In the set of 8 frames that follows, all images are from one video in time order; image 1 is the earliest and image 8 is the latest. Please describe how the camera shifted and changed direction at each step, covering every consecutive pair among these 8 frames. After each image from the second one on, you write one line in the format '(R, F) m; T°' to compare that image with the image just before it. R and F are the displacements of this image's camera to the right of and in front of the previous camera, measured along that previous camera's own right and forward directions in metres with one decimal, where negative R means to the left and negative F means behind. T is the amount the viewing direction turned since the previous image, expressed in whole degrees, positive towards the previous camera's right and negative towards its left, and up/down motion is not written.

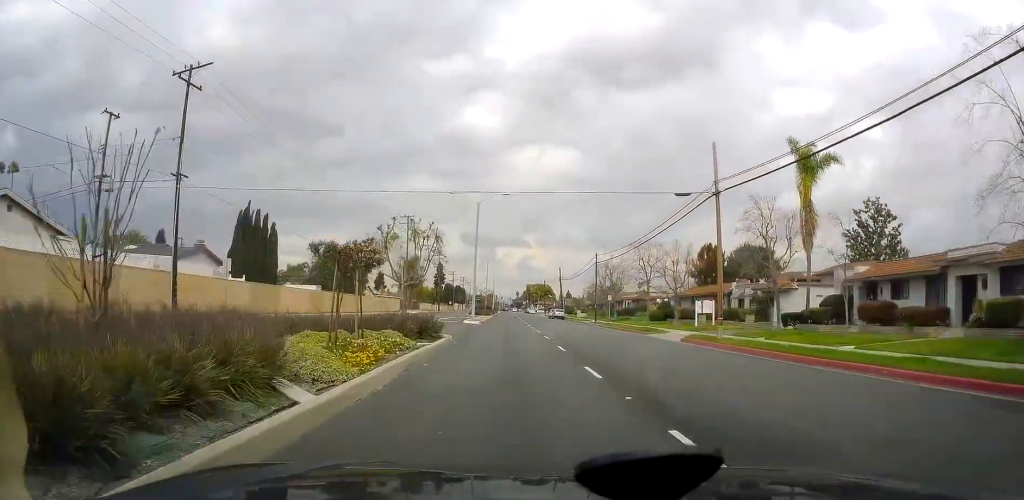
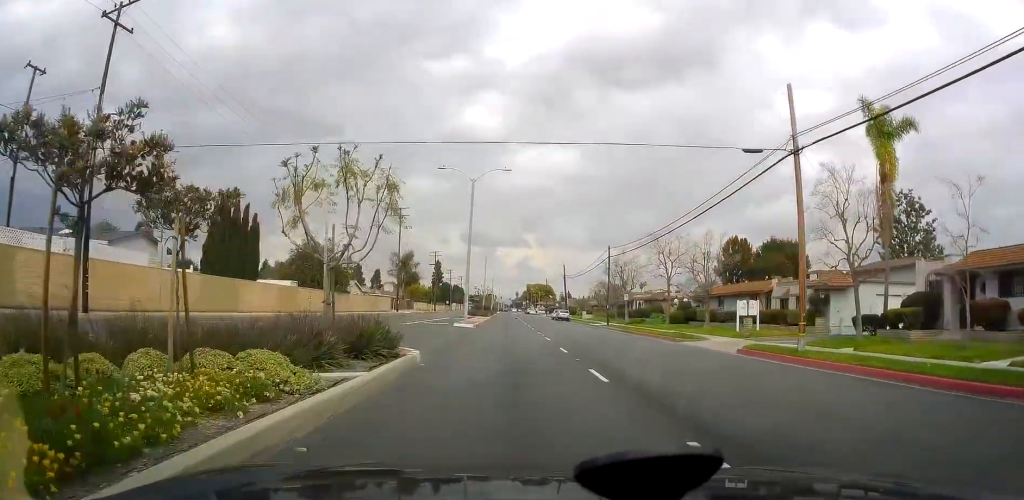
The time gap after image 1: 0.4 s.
(-0.4, +8.0) m; 0°
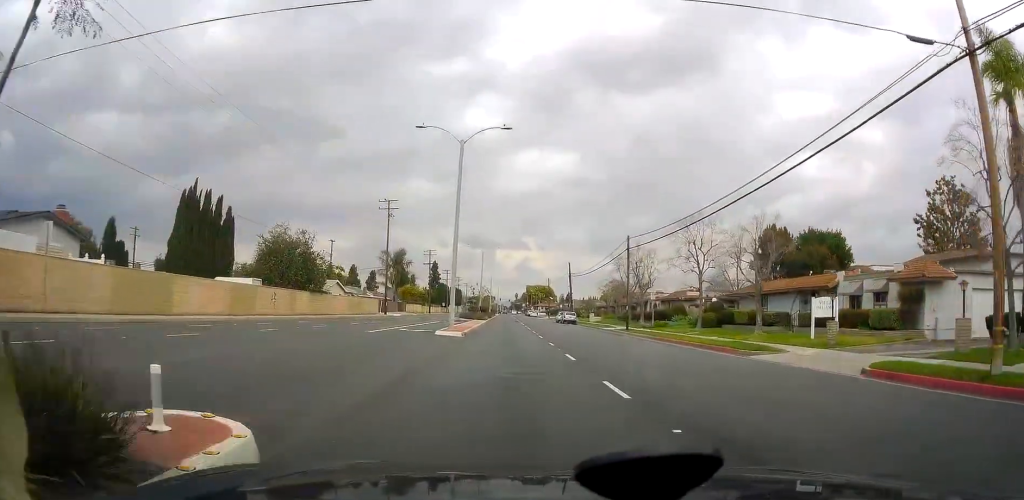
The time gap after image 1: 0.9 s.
(-0.4, +9.2) m; 0°
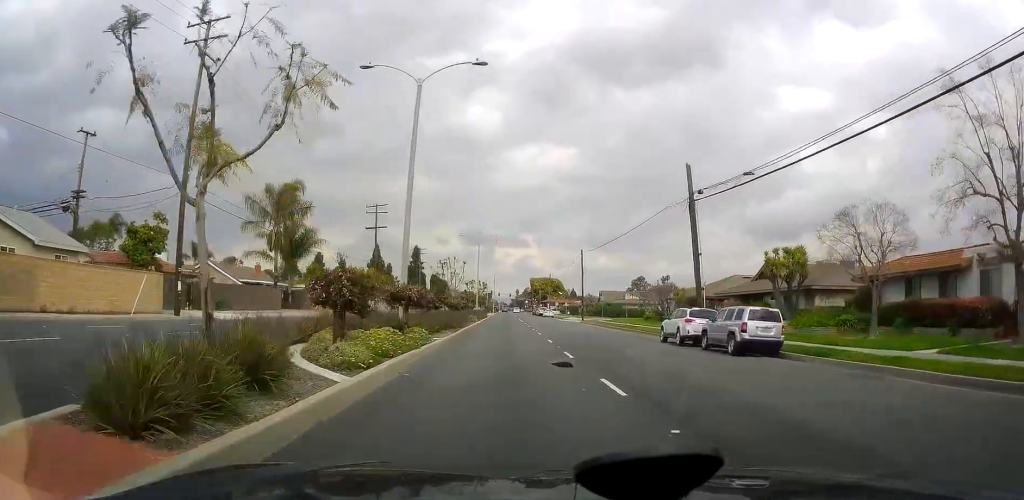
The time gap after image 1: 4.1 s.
(+2.8, +58.8) m; +3°
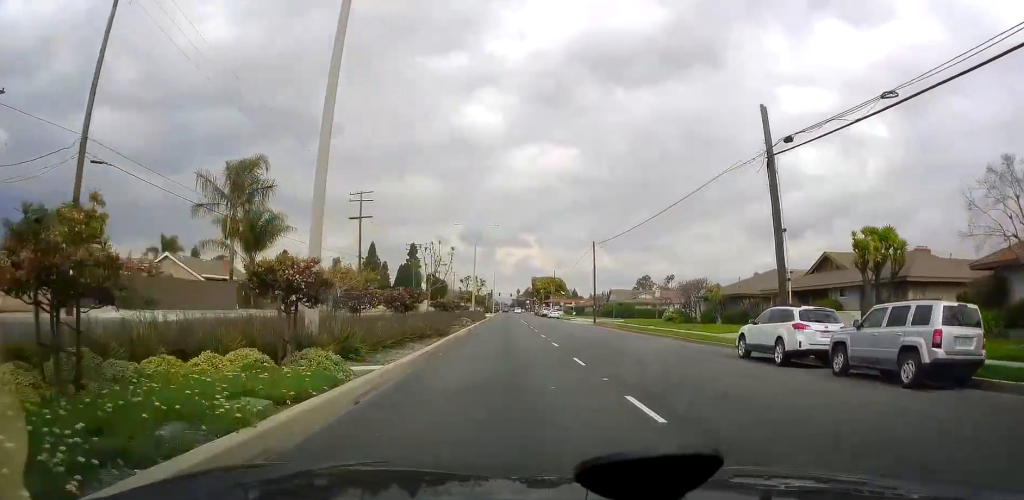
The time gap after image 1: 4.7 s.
(0.0, +9.7) m; 0°
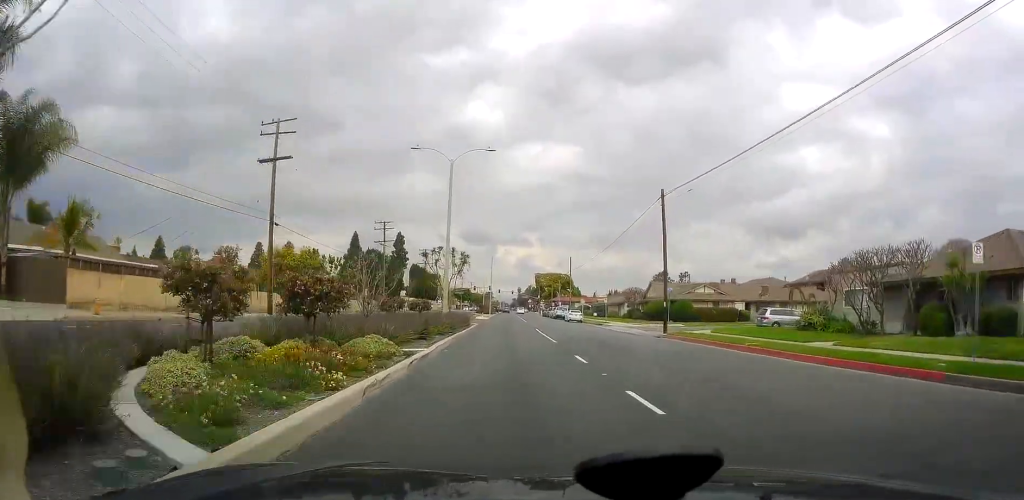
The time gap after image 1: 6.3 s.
(0.0, +28.6) m; 0°
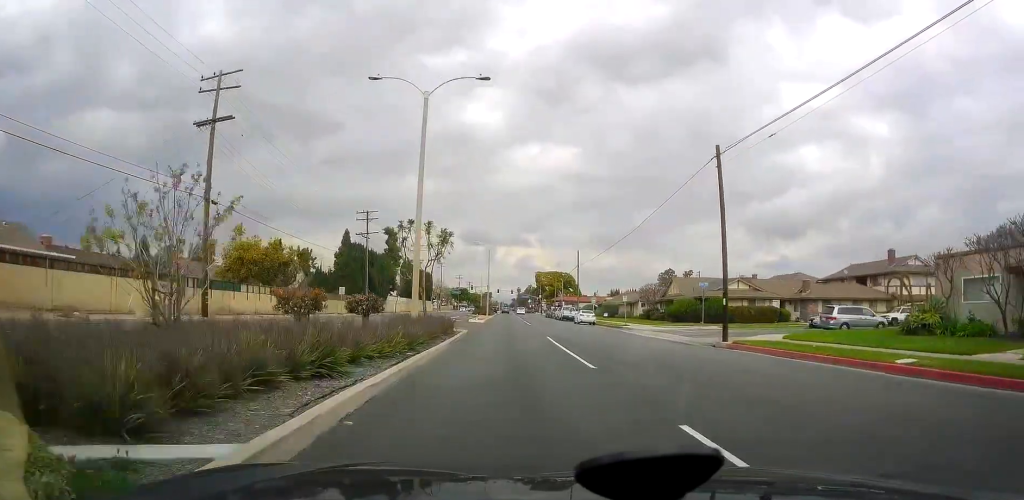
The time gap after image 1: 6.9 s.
(0.0, +10.6) m; 0°
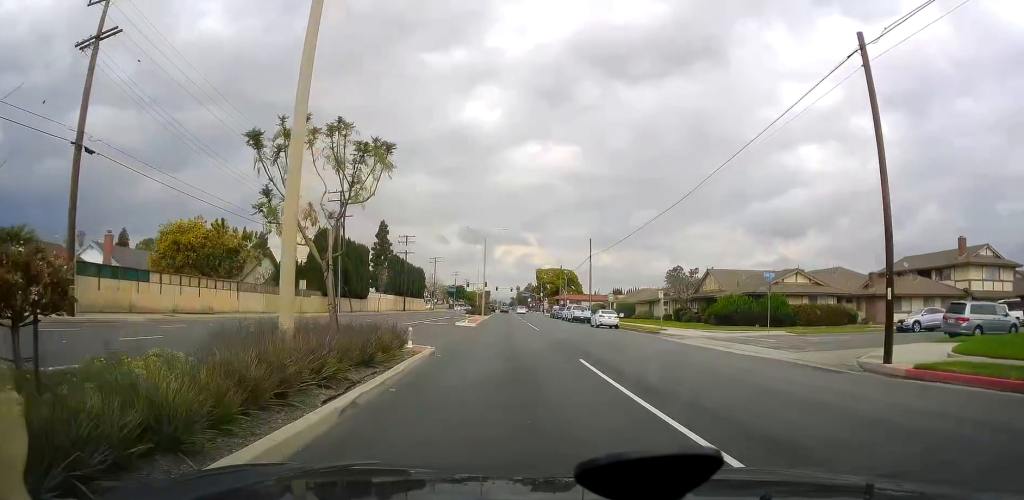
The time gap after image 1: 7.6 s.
(0.0, +12.5) m; 0°
